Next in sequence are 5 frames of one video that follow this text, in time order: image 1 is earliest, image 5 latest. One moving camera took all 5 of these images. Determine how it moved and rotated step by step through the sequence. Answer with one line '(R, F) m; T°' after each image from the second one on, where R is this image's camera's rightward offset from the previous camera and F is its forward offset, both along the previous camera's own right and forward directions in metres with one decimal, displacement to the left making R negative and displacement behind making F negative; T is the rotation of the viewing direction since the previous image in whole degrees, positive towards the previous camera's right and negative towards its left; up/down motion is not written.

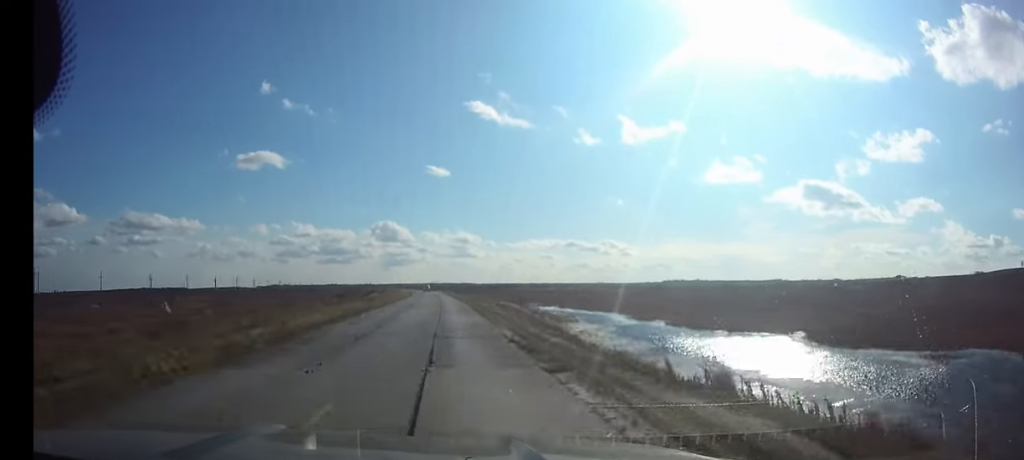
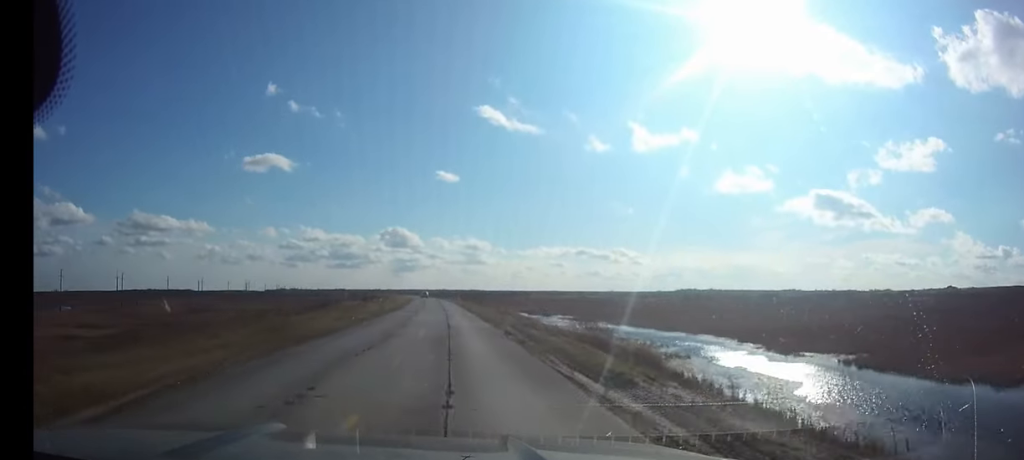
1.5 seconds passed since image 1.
(-0.3, +31.4) m; -1°
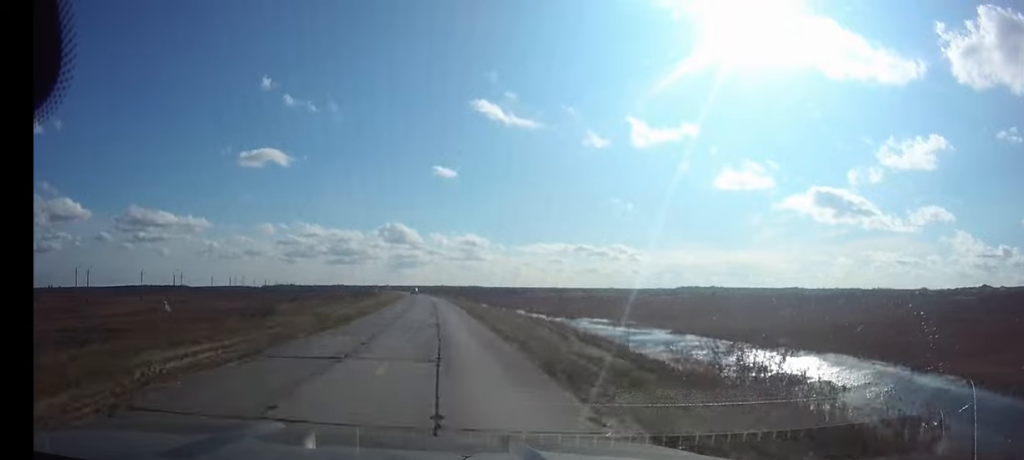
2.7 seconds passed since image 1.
(-0.1, +25.1) m; -1°
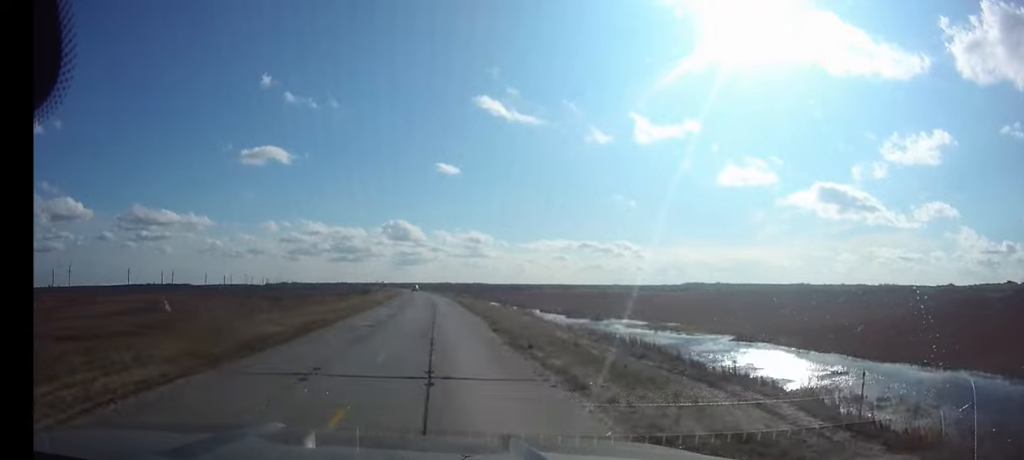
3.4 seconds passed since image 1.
(-0.1, +15.1) m; 0°
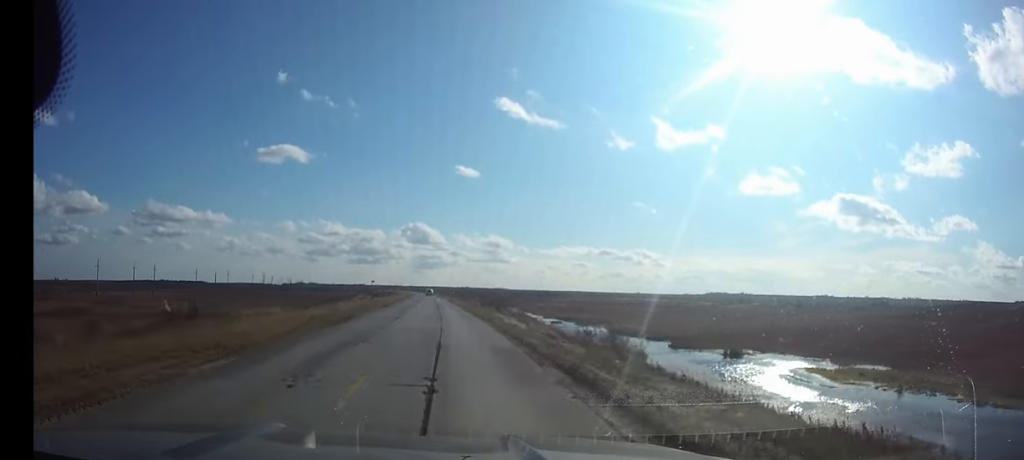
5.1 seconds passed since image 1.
(-0.3, +36.7) m; -1°
